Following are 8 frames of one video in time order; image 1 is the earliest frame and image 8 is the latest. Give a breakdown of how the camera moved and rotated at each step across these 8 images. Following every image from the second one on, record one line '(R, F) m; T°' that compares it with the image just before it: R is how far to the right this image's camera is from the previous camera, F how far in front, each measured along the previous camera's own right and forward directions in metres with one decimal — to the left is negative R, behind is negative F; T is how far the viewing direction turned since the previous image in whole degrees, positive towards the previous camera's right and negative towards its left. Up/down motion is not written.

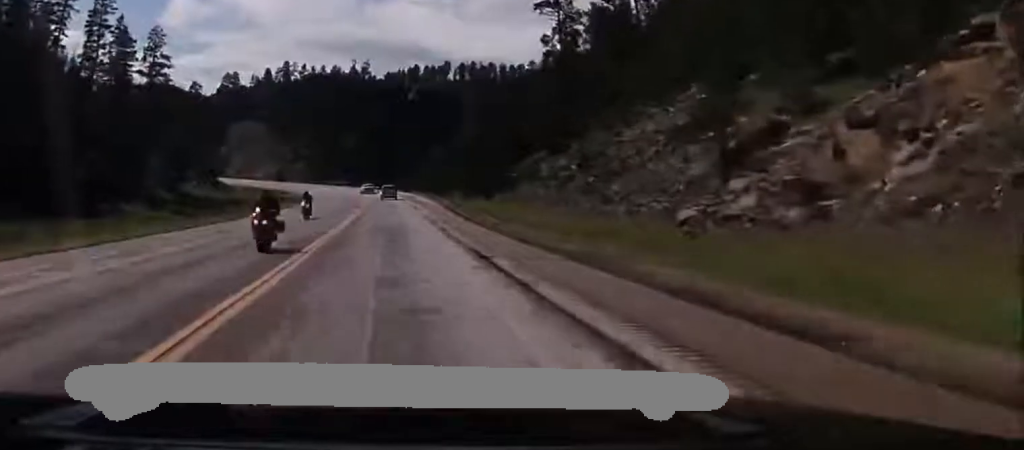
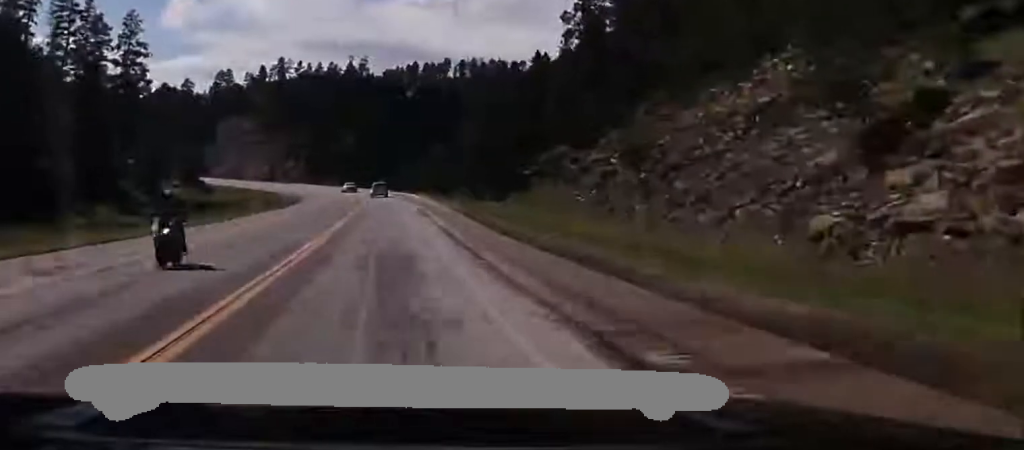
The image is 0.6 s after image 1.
(+0.1, +14.7) m; -1°
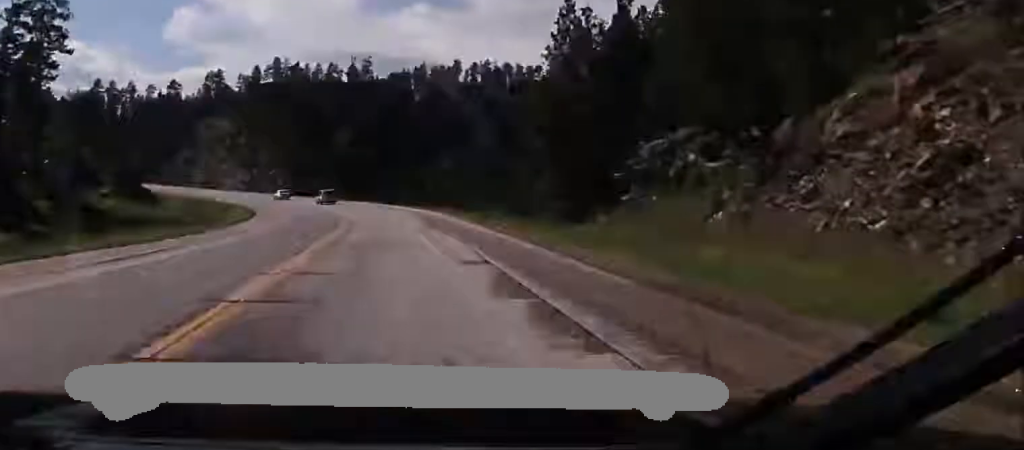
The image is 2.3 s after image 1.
(-1.0, +41.1) m; -2°
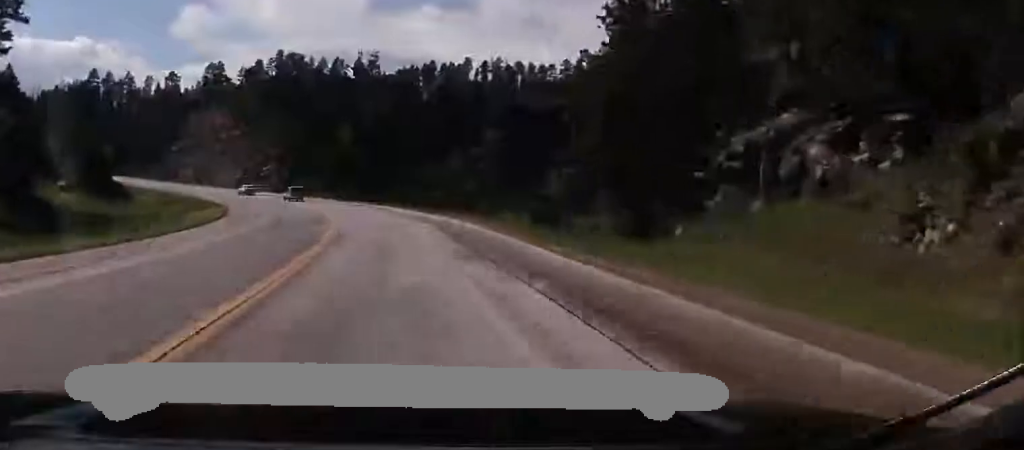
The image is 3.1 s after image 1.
(0.0, +16.7) m; 0°
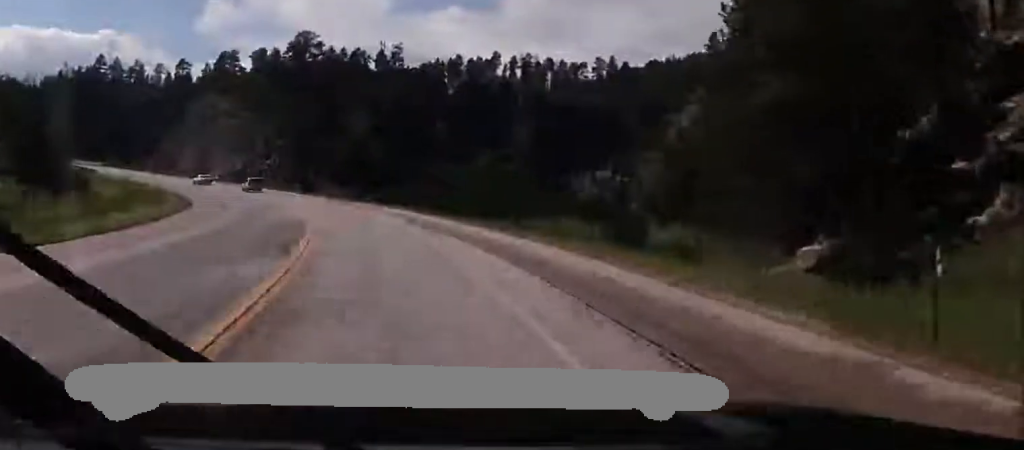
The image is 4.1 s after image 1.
(-0.1, +22.8) m; -2°
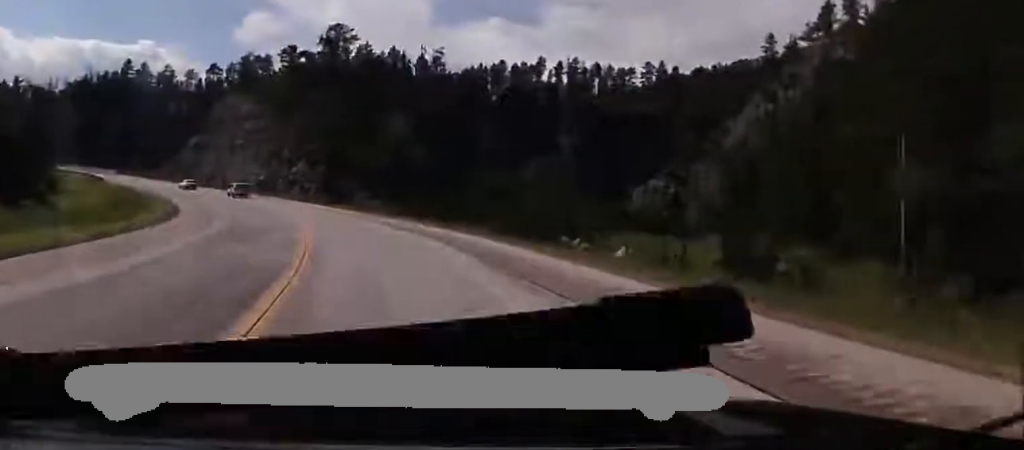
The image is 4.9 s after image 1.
(-0.3, +17.4) m; -2°
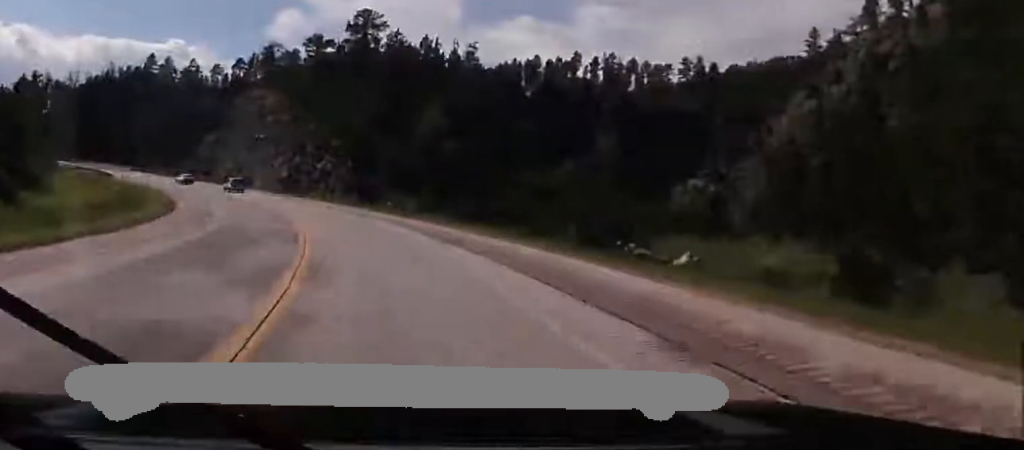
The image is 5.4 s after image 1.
(-0.2, +10.6) m; -1°
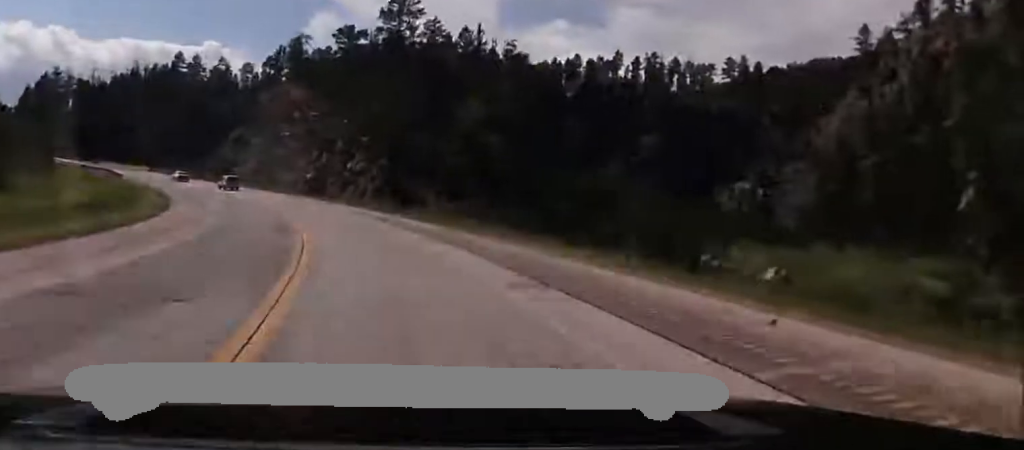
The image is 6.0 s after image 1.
(-0.1, +12.0) m; -2°
